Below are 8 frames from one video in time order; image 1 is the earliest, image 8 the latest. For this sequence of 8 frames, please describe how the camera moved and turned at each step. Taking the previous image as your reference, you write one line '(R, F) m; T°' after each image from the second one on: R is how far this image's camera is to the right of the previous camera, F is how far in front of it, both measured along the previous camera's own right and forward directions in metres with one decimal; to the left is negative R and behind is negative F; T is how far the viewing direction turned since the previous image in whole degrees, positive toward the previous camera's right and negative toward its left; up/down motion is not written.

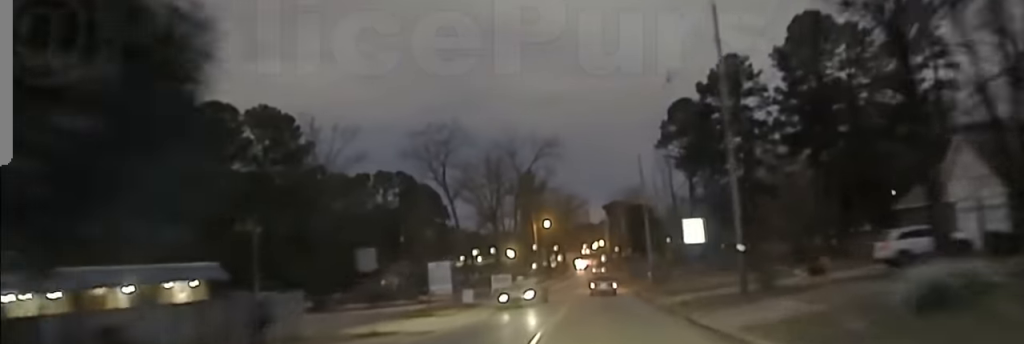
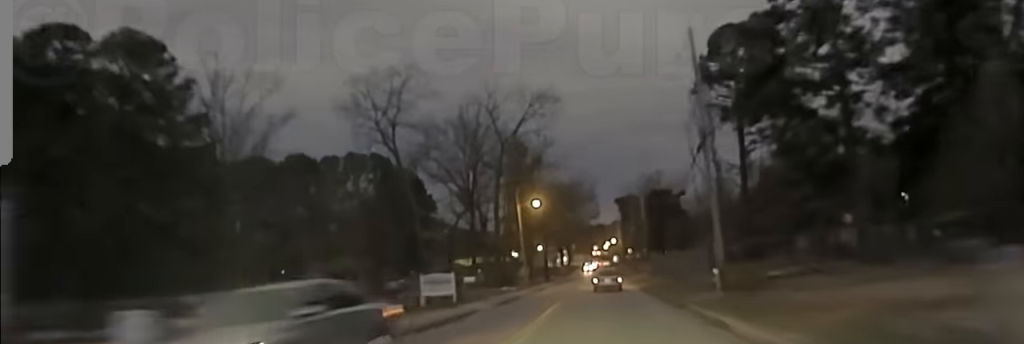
(-0.1, +42.4) m; 0°
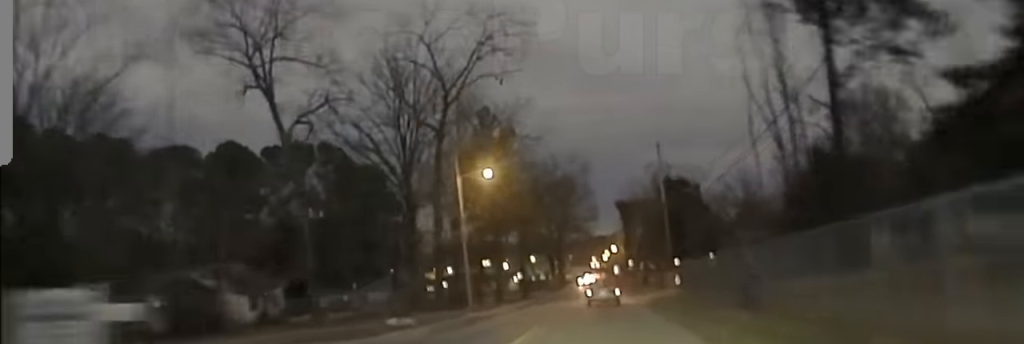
(-0.2, +35.3) m; 0°
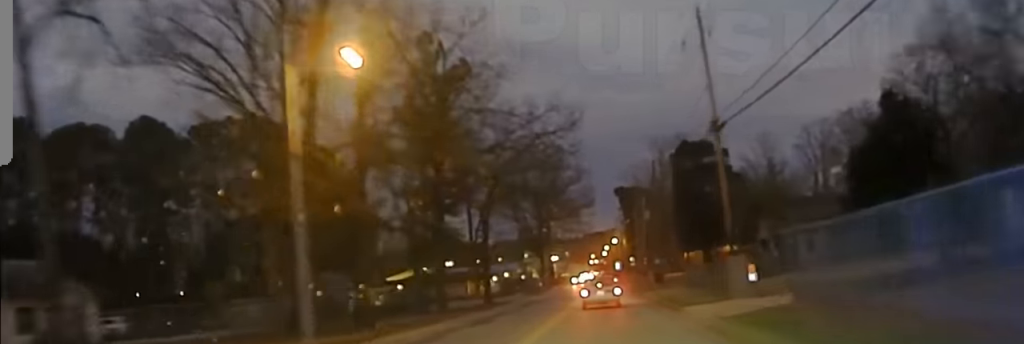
(-0.1, +26.0) m; 0°
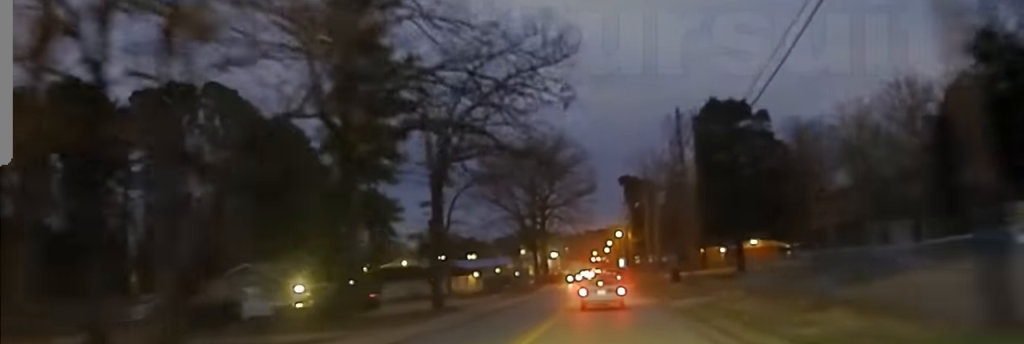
(+0.1, +18.6) m; 0°
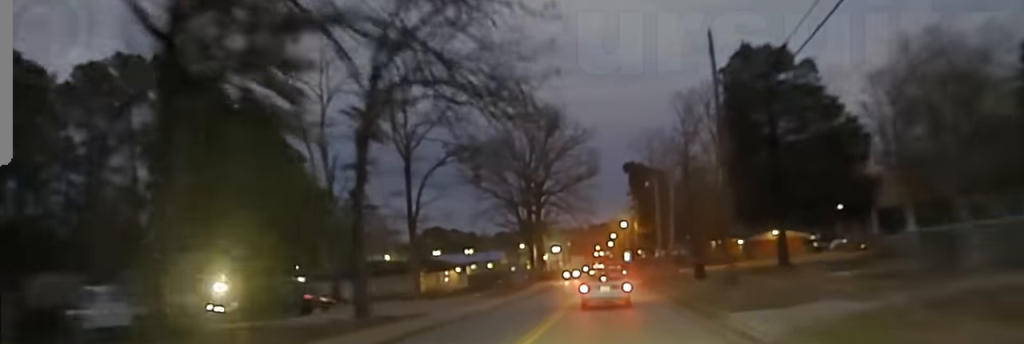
(+0.1, +14.5) m; 0°
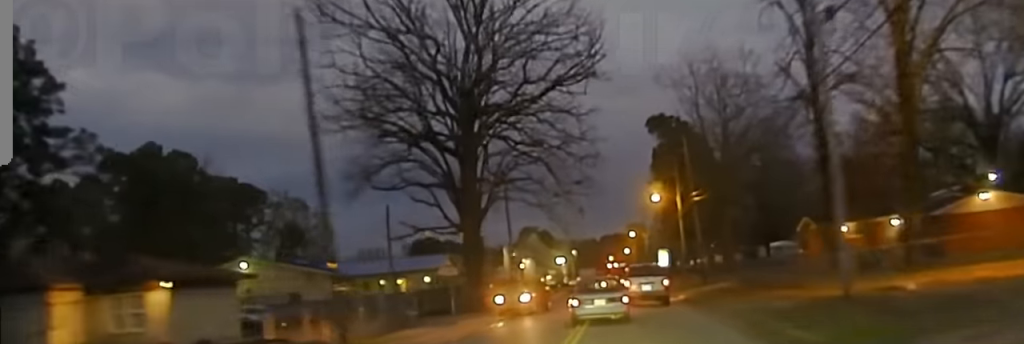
(0.0, +70.8) m; 0°
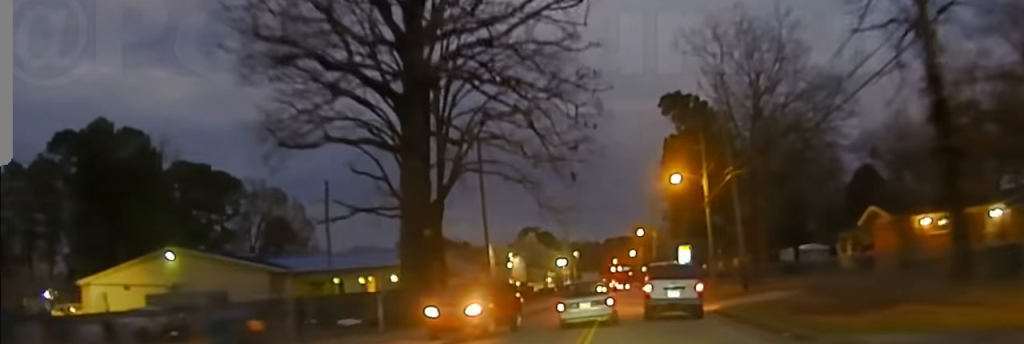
(0.0, +16.0) m; 0°
